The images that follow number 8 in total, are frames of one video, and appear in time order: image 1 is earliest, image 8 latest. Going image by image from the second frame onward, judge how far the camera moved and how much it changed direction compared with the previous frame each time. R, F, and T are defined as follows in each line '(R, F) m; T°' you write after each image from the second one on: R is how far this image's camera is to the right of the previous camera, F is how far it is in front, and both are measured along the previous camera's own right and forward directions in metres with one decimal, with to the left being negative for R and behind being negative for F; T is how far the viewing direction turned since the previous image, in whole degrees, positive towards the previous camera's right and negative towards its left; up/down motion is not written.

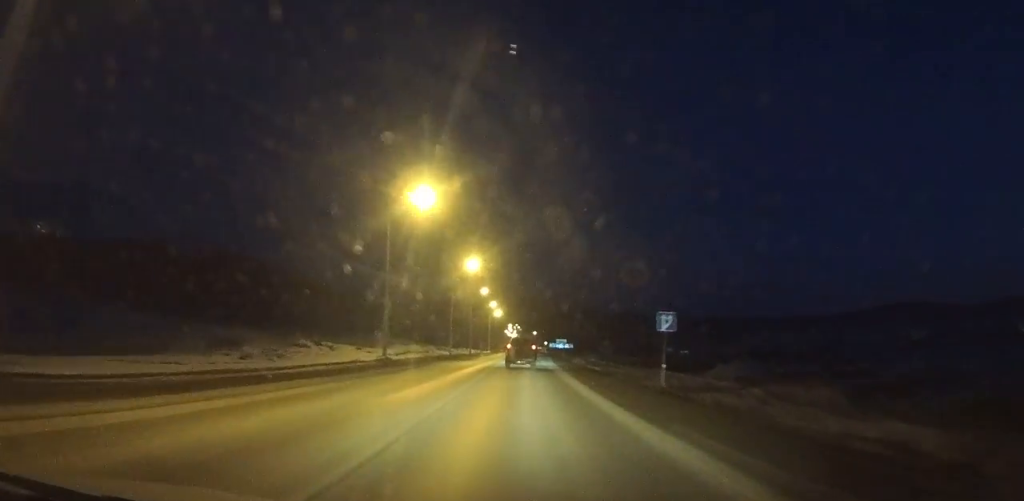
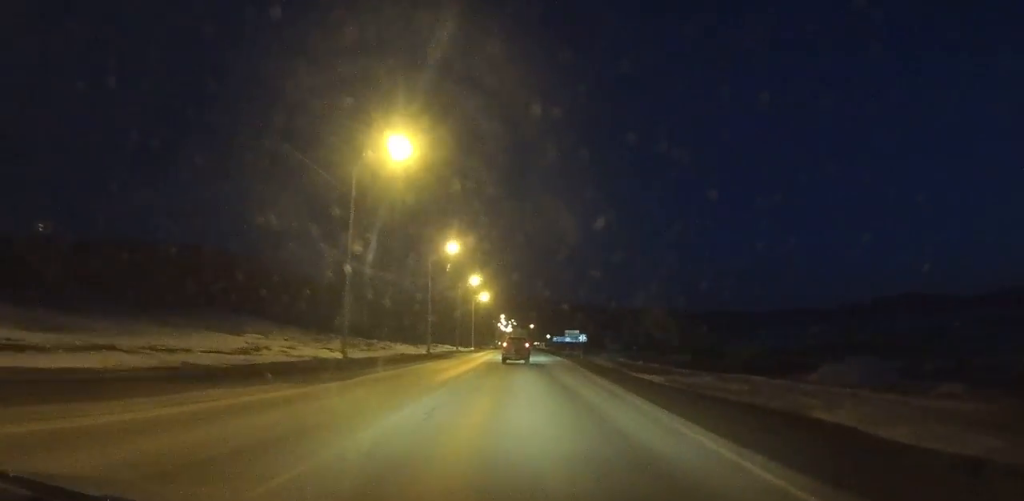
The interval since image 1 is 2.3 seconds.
(+0.2, +46.4) m; 0°
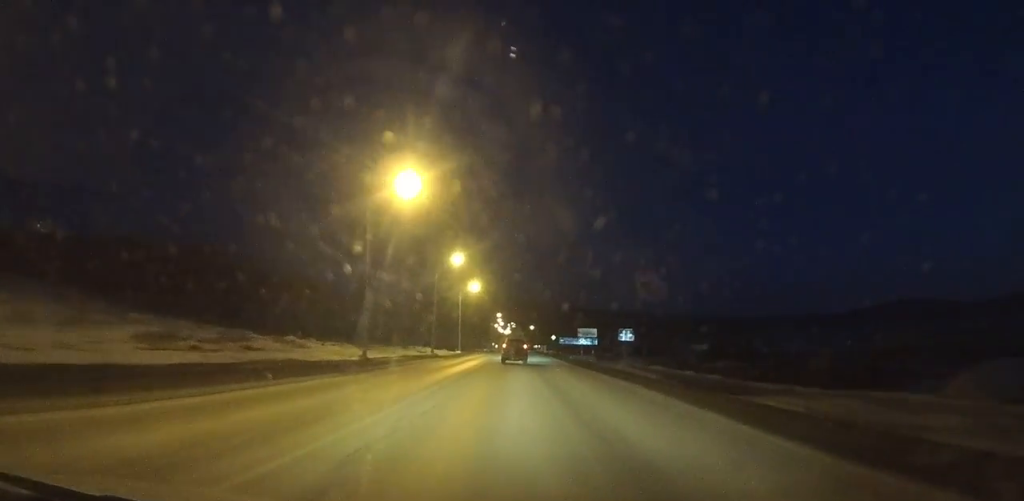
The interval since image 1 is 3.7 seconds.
(0.0, +29.0) m; 0°
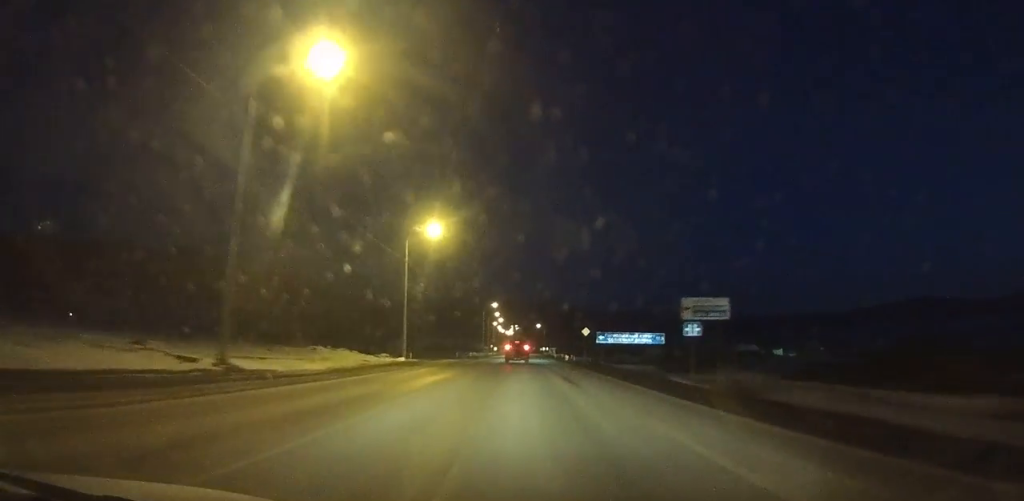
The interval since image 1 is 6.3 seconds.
(0.0, +54.5) m; 0°
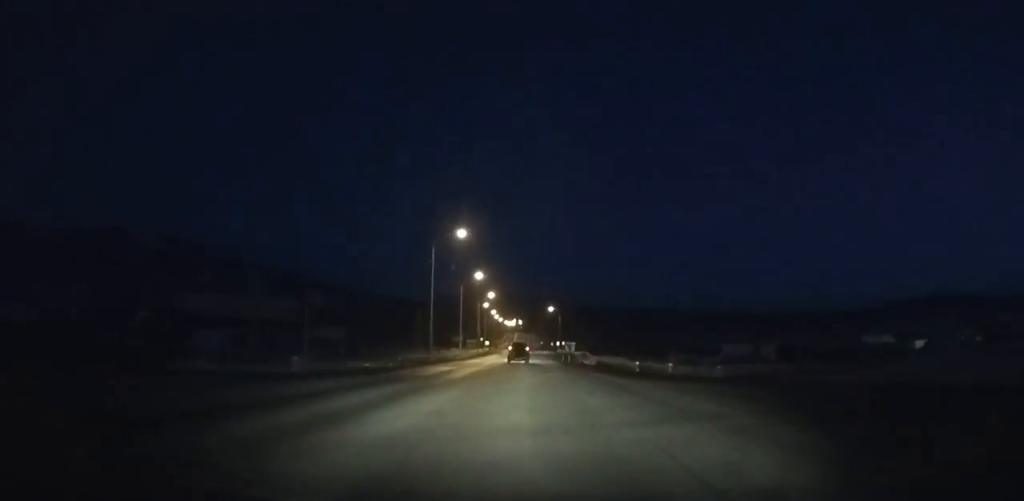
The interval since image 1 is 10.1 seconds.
(-0.4, +82.5) m; 0°
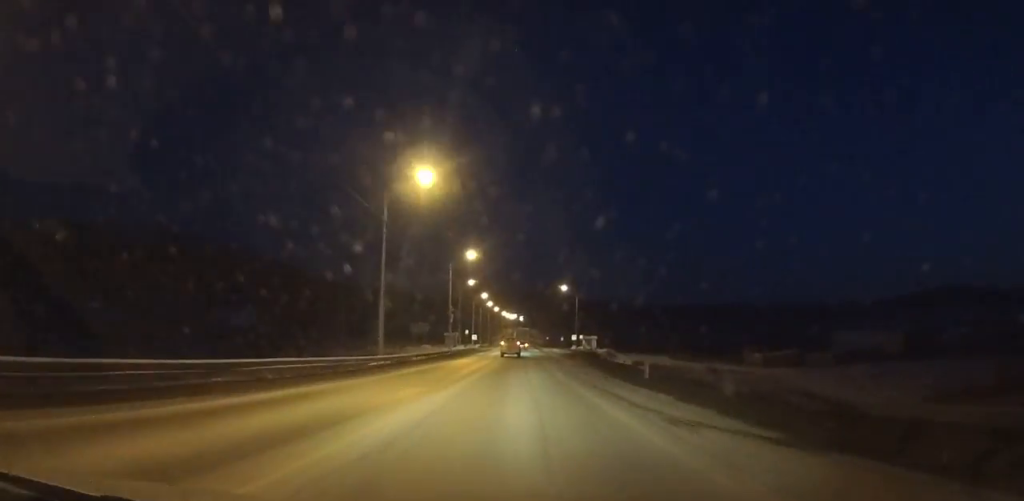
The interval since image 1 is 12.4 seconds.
(-0.1, +51.7) m; 0°
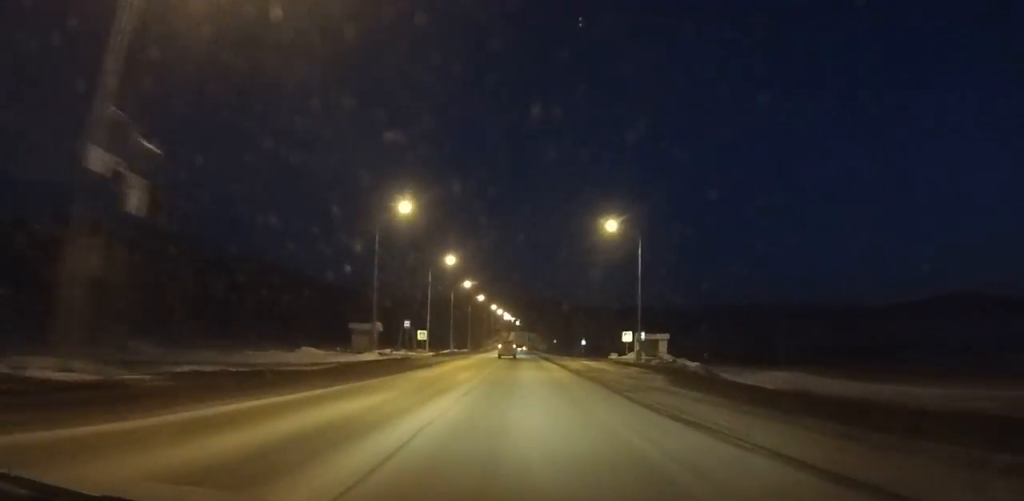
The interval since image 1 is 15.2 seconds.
(+0.1, +65.1) m; 0°
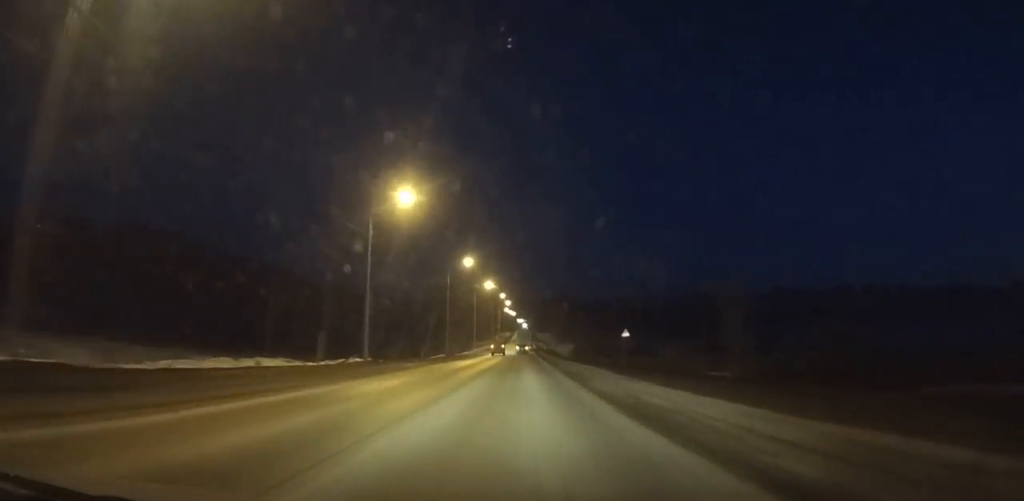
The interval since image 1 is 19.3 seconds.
(-0.3, +100.6) m; 0°
